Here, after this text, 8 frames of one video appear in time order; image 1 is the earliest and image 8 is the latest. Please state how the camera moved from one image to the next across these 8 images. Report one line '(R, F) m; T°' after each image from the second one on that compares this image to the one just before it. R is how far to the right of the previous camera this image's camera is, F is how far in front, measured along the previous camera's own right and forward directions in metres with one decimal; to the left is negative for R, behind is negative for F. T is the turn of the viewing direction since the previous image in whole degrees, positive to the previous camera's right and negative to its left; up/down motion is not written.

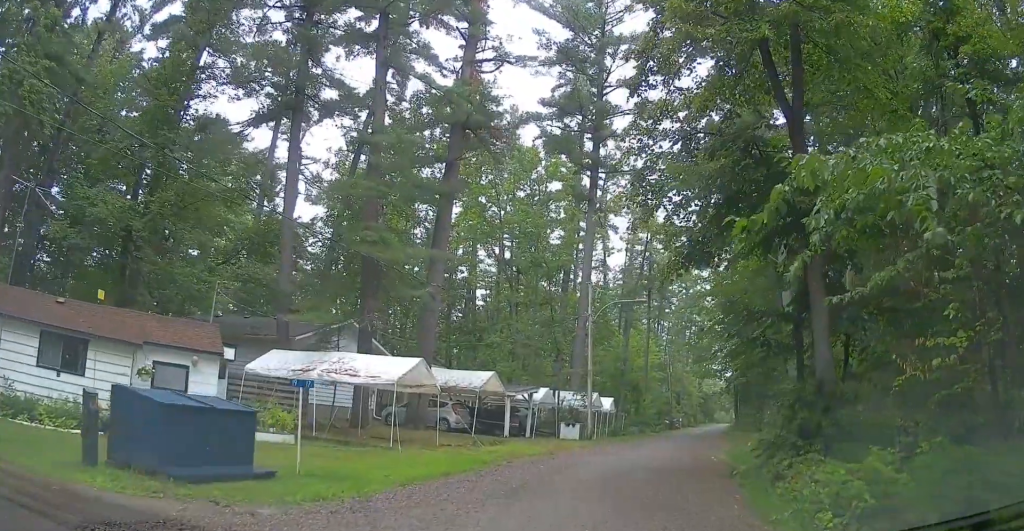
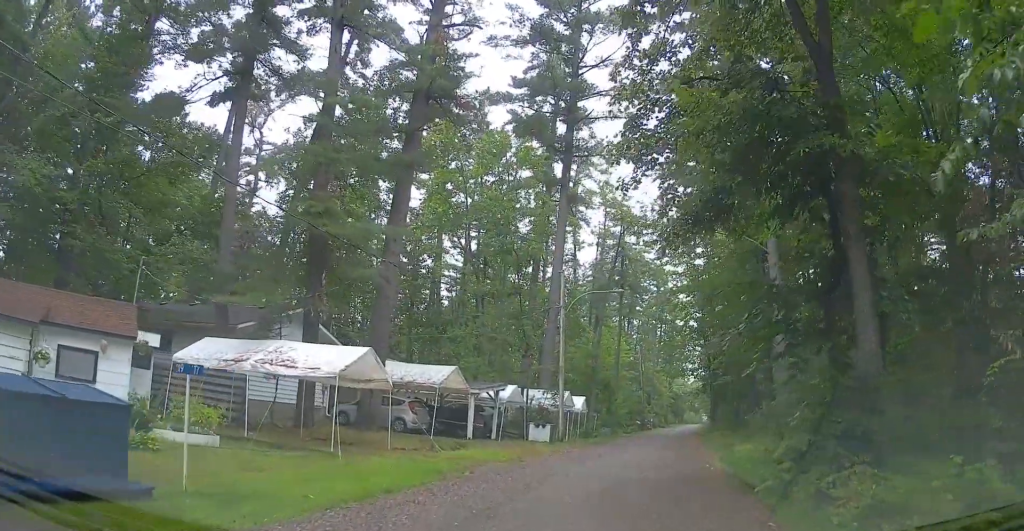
(+0.2, +3.7) m; +7°
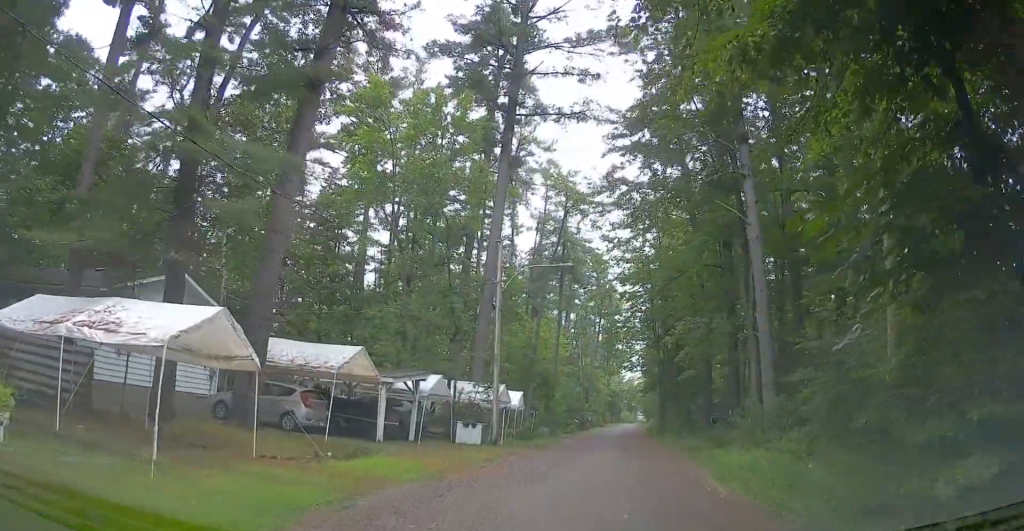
(+0.7, +6.4) m; +16°
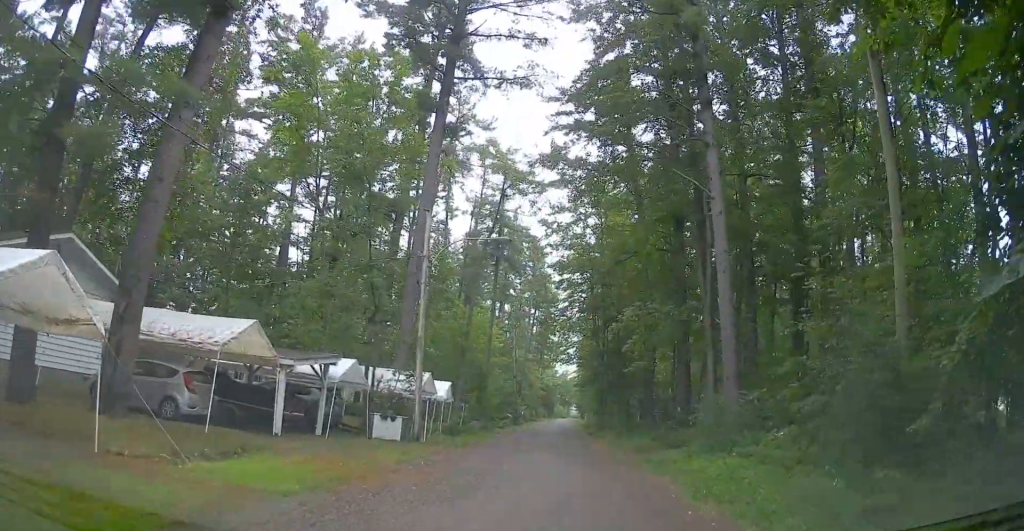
(+0.4, +3.1) m; +8°
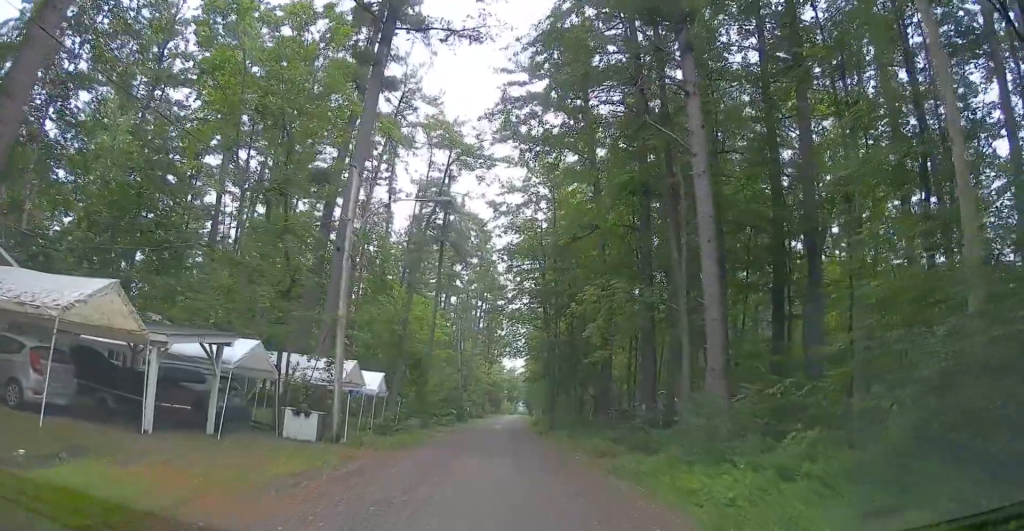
(+0.2, +3.2) m; -1°
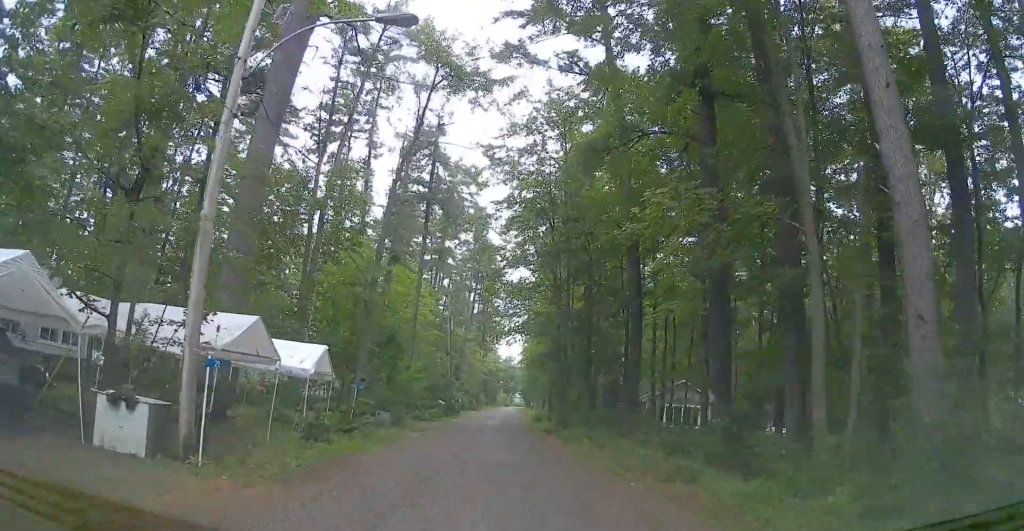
(+0.5, +9.3) m; -11°
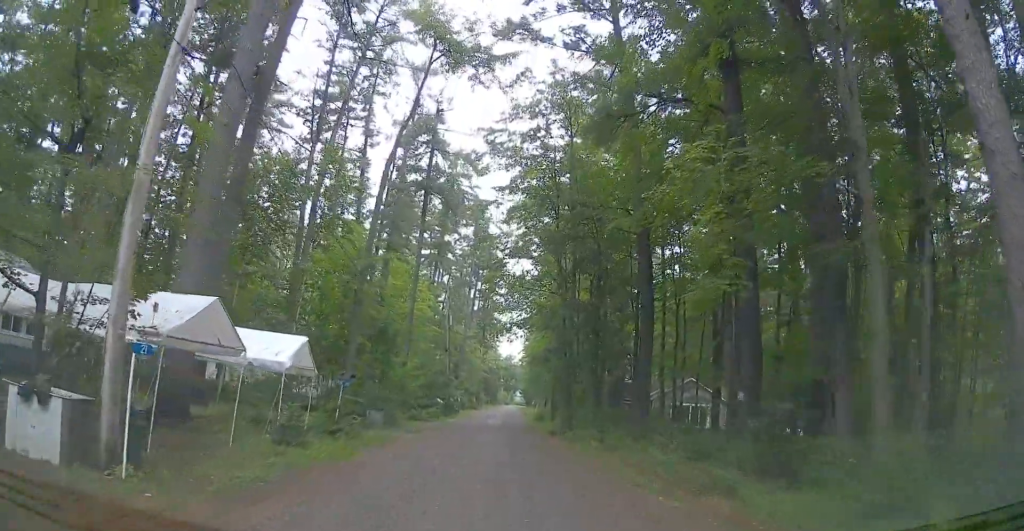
(-1.0, +2.5) m; -4°
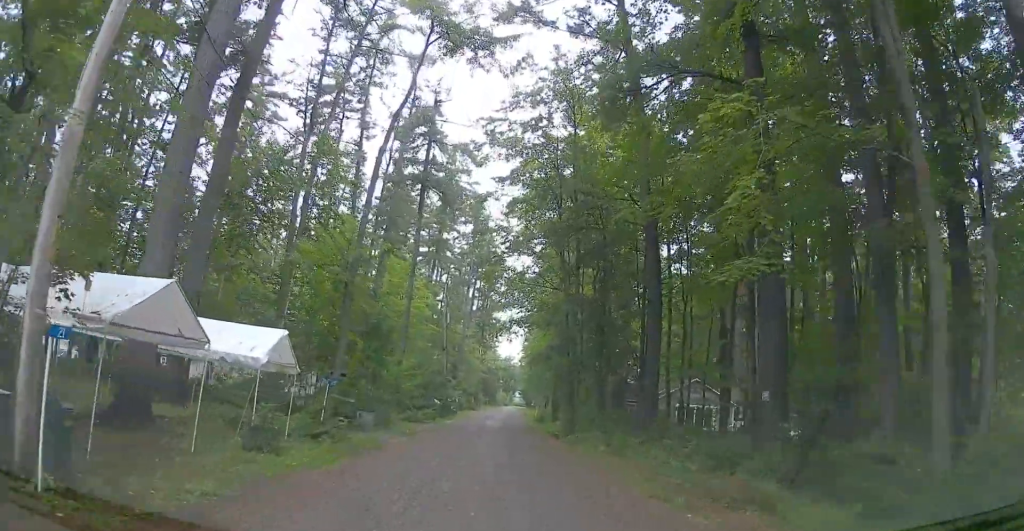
(-0.2, +1.9) m; 0°
